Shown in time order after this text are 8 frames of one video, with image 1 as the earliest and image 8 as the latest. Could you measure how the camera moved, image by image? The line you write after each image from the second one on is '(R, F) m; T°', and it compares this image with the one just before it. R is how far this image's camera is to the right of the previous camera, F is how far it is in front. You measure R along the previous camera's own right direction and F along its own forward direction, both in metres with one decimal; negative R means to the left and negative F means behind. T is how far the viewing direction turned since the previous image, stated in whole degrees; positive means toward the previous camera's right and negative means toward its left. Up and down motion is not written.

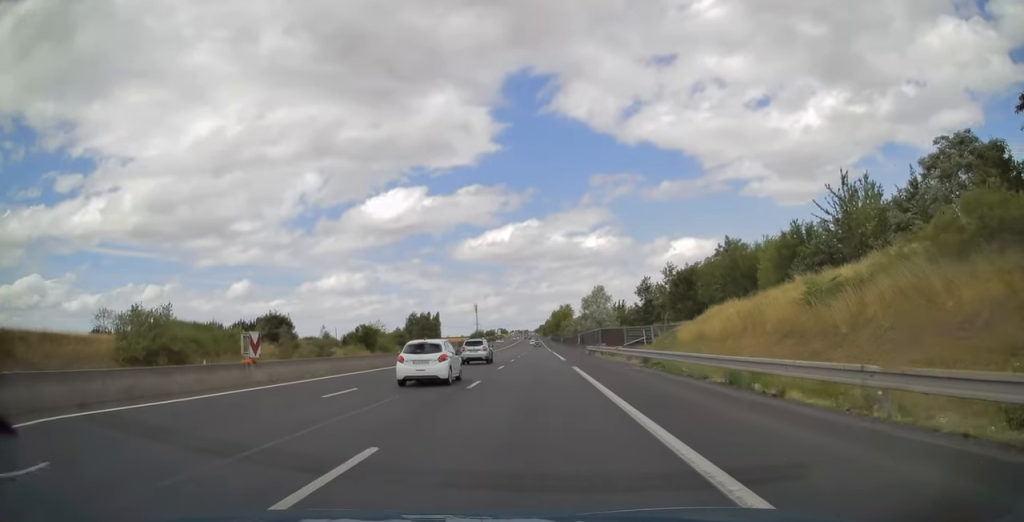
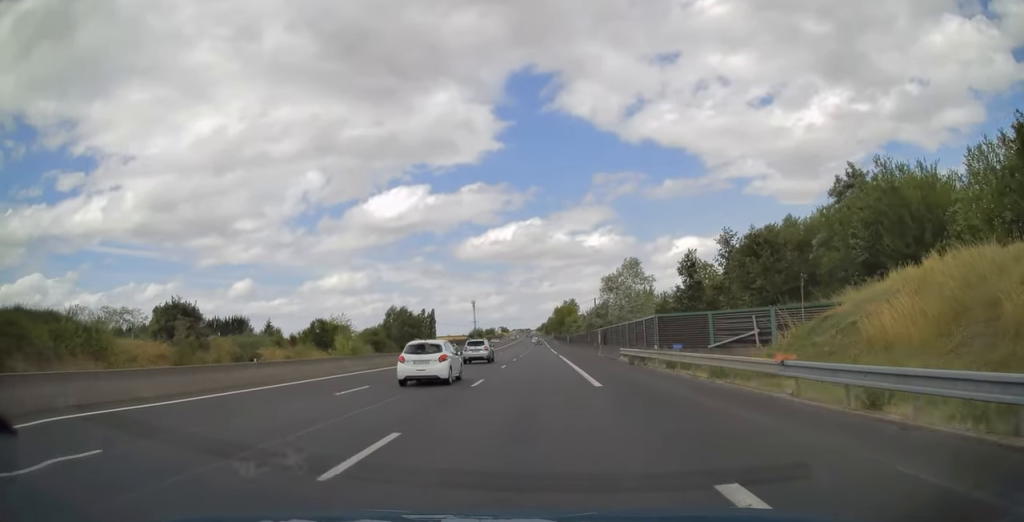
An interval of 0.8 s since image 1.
(0.0, +24.9) m; 0°
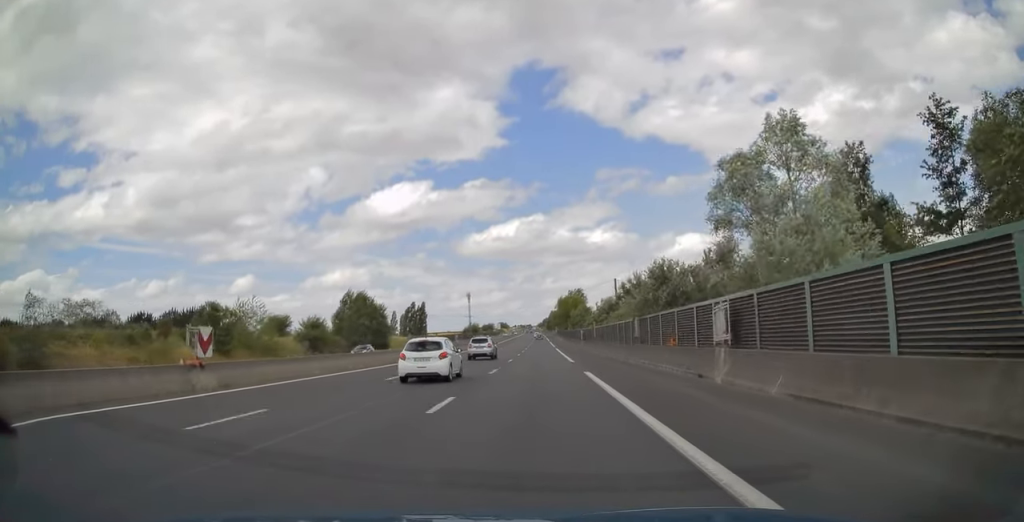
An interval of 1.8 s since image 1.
(0.0, +33.4) m; 0°
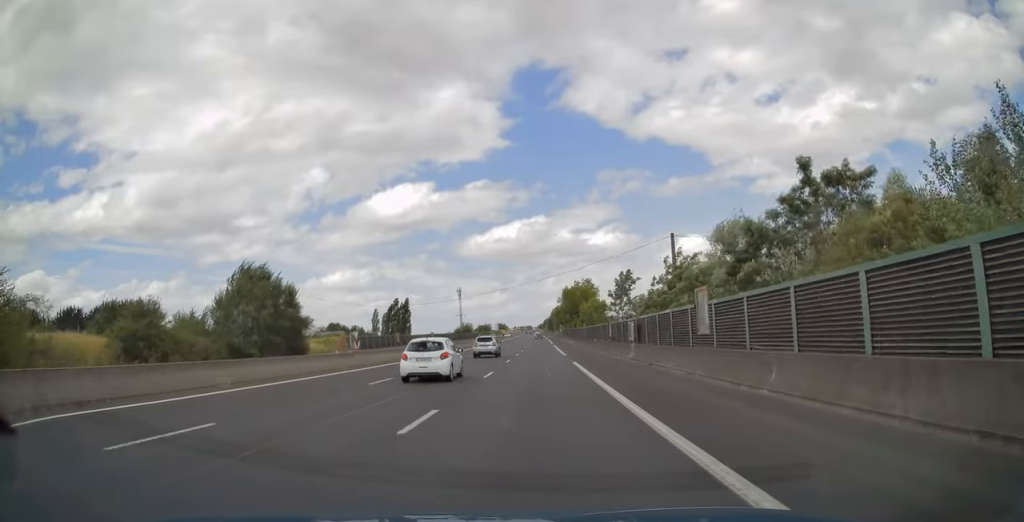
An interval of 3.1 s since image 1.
(0.0, +41.0) m; 0°
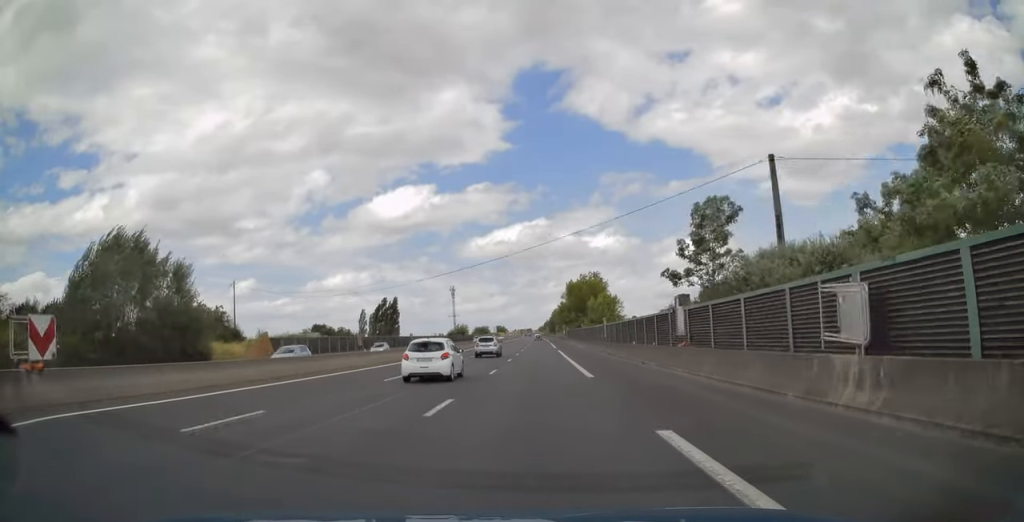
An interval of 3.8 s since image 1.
(-0.2, +23.8) m; 0°
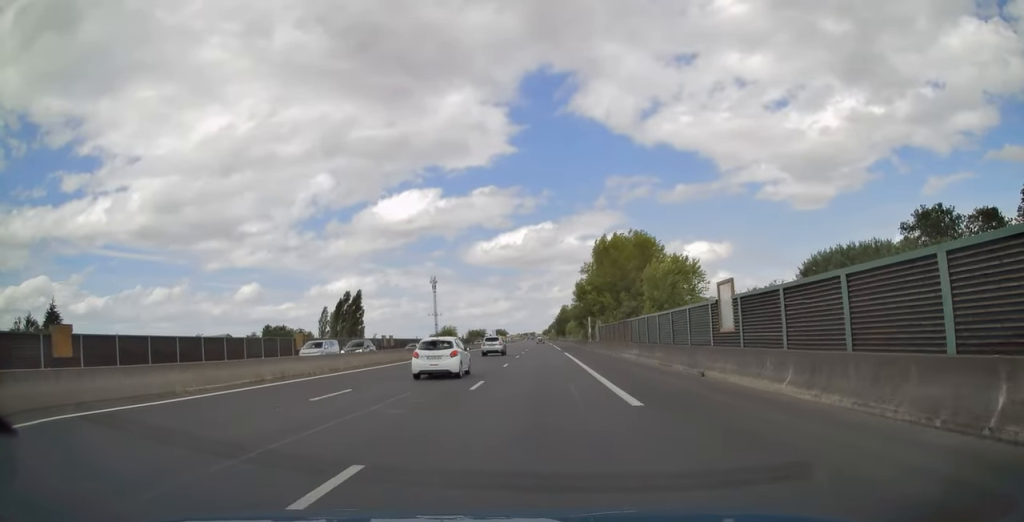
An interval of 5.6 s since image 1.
(0.0, +59.4) m; 0°
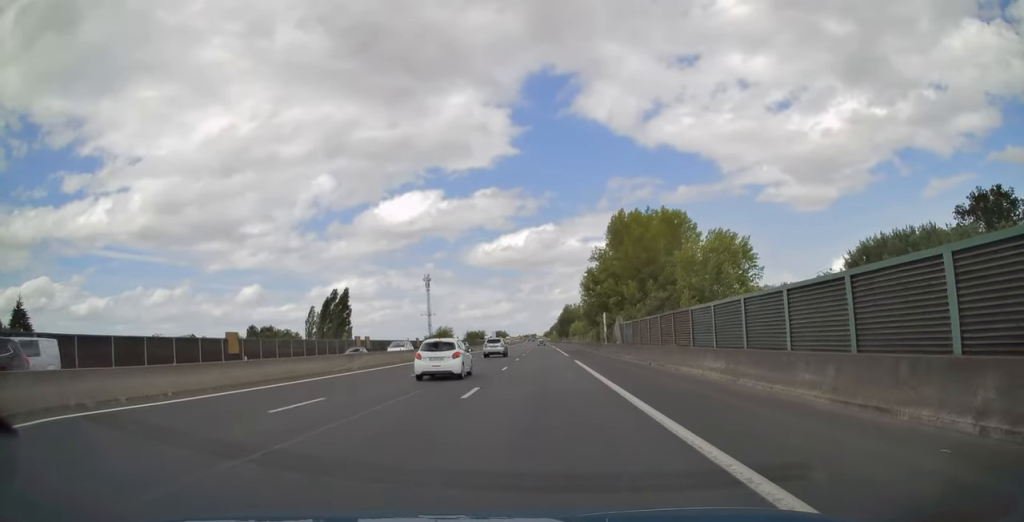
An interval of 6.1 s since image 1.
(0.0, +15.1) m; 0°
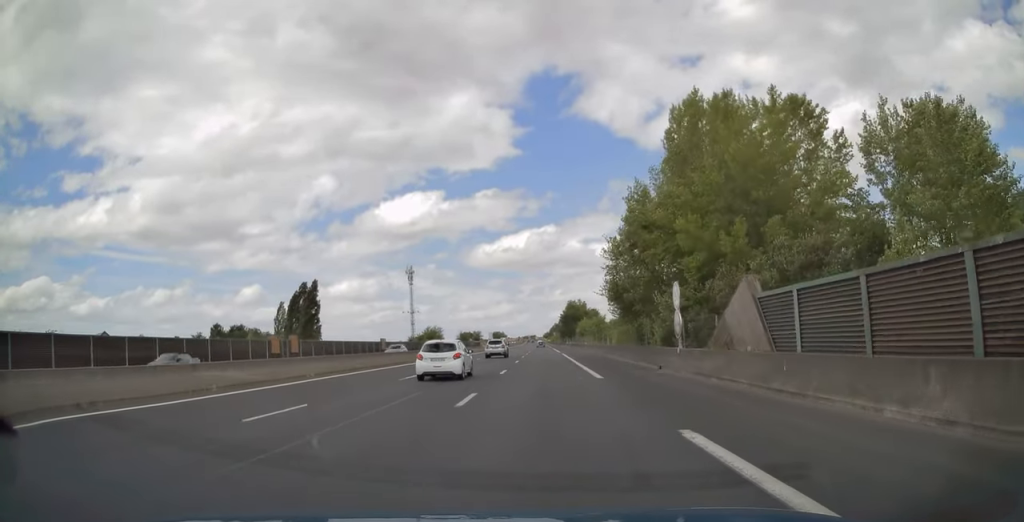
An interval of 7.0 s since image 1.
(0.0, +27.4) m; 0°
